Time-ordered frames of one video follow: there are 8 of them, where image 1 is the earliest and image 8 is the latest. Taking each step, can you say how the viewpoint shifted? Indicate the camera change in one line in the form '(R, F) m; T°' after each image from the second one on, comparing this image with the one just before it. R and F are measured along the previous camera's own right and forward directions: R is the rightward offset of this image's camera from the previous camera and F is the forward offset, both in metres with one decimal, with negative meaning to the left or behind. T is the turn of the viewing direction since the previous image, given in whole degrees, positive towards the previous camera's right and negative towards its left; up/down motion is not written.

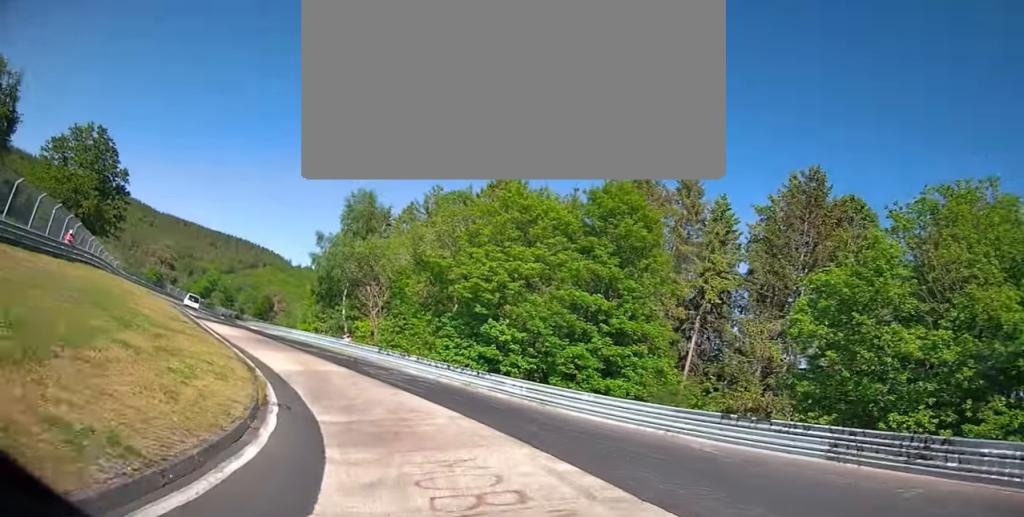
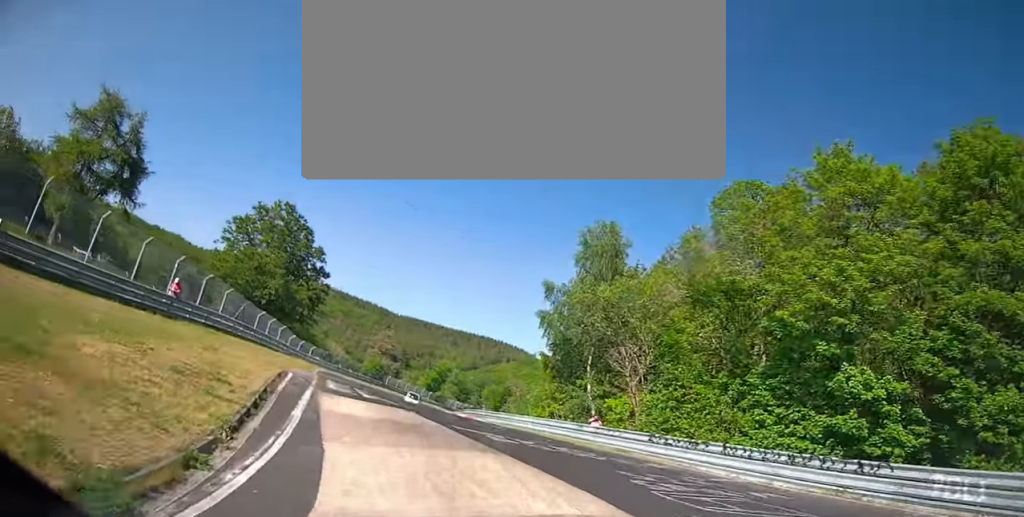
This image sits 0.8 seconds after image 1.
(-2.4, +14.2) m; -13°
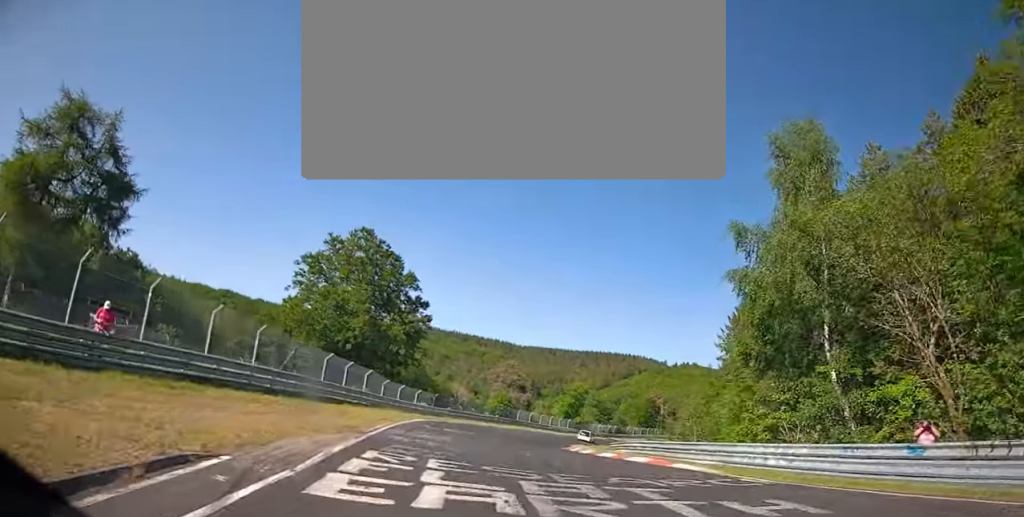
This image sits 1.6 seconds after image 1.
(-1.3, +14.2) m; -6°
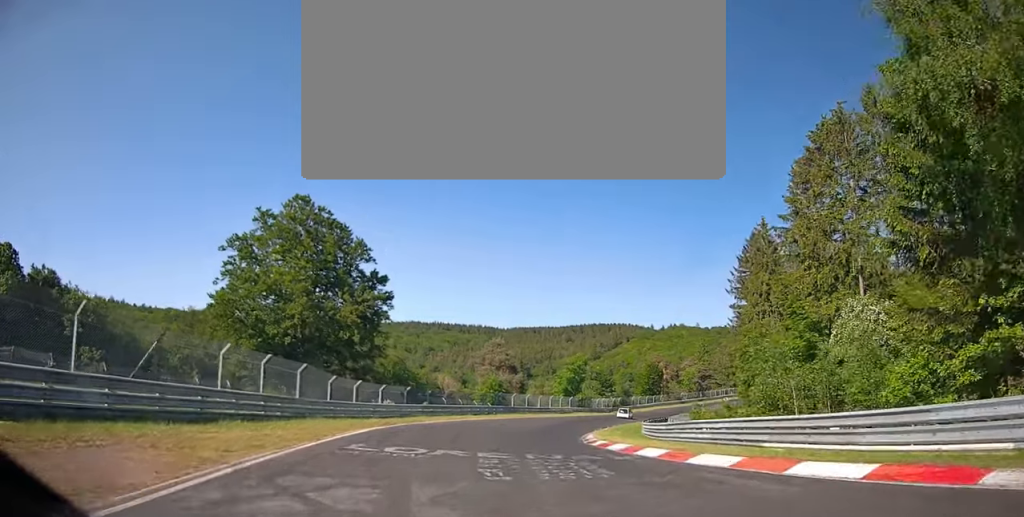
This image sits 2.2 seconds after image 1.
(-0.6, +12.8) m; -1°
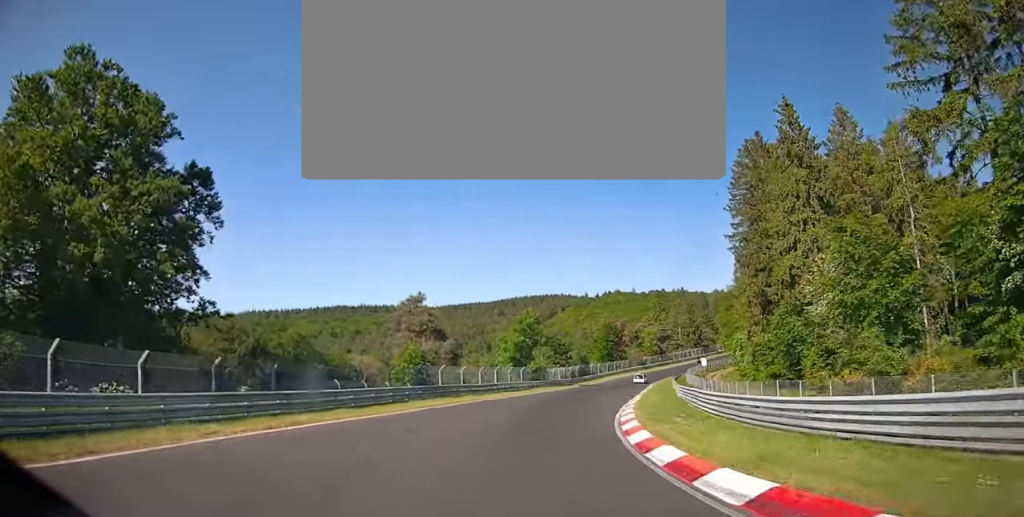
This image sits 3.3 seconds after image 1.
(+0.7, +25.0) m; +7°
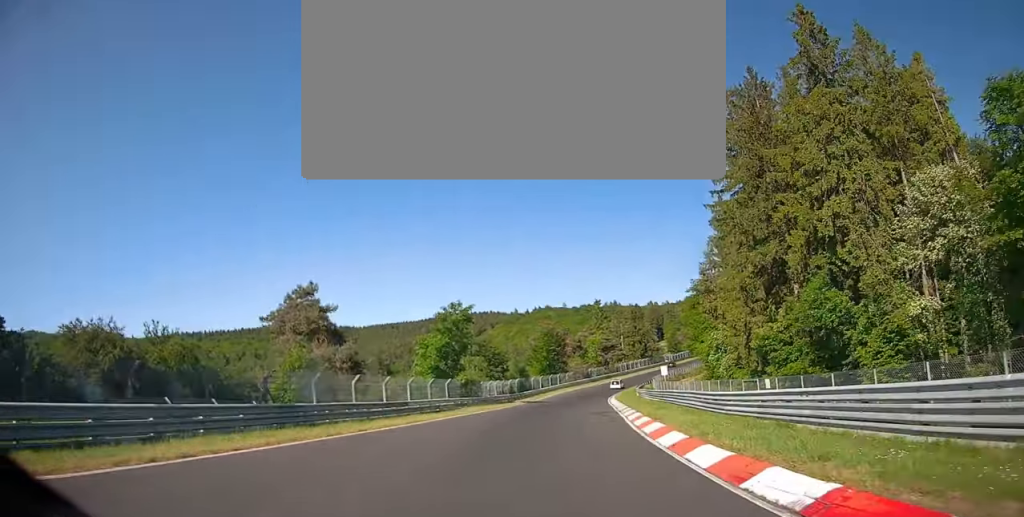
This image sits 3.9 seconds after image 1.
(+1.3, +17.4) m; +6°
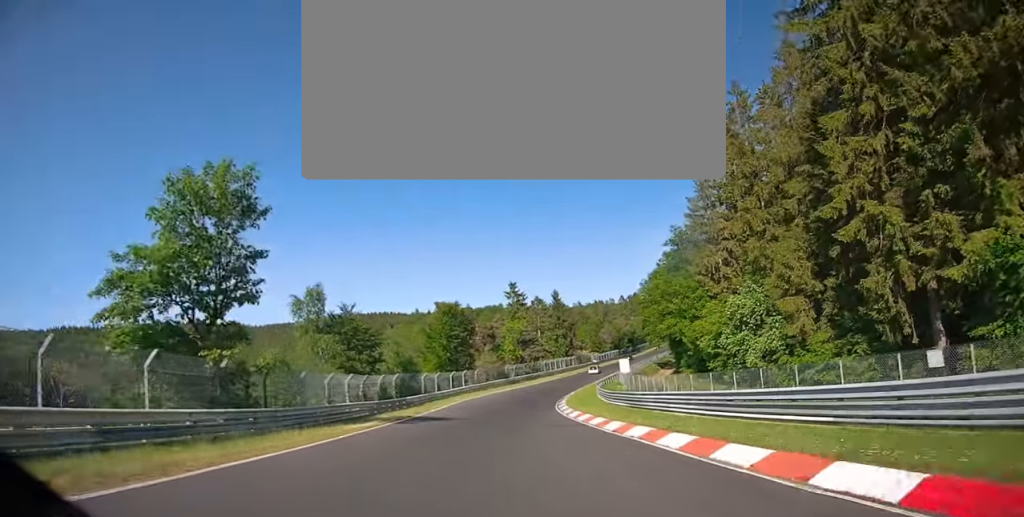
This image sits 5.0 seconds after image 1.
(+2.9, +33.4) m; +9°
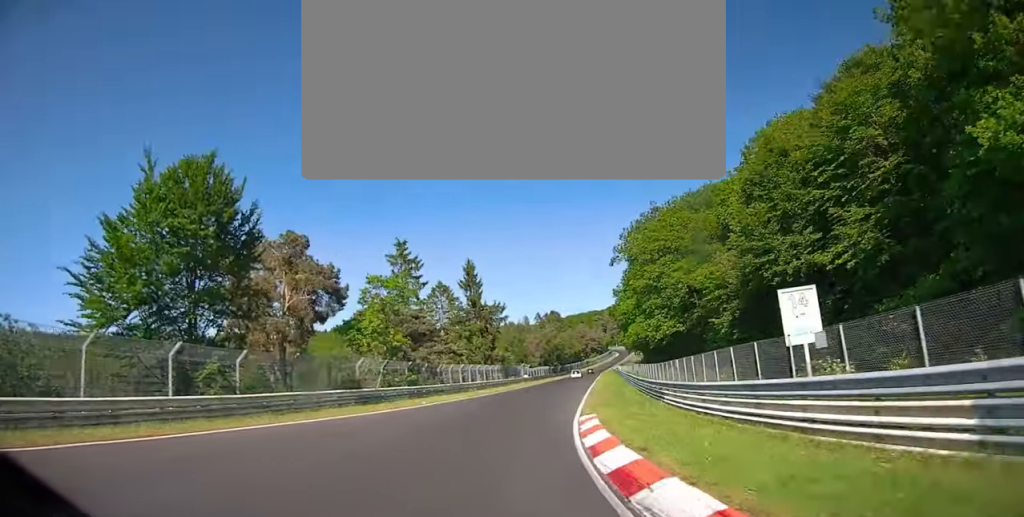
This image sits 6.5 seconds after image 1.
(+3.7, +51.4) m; +8°
